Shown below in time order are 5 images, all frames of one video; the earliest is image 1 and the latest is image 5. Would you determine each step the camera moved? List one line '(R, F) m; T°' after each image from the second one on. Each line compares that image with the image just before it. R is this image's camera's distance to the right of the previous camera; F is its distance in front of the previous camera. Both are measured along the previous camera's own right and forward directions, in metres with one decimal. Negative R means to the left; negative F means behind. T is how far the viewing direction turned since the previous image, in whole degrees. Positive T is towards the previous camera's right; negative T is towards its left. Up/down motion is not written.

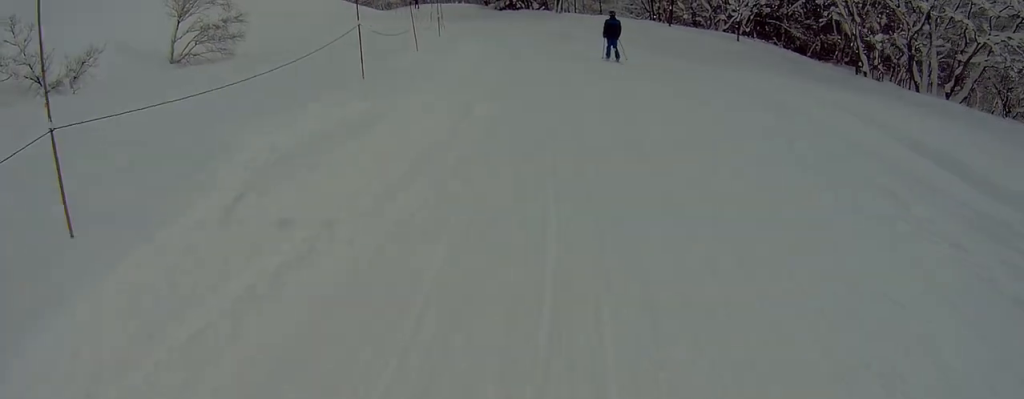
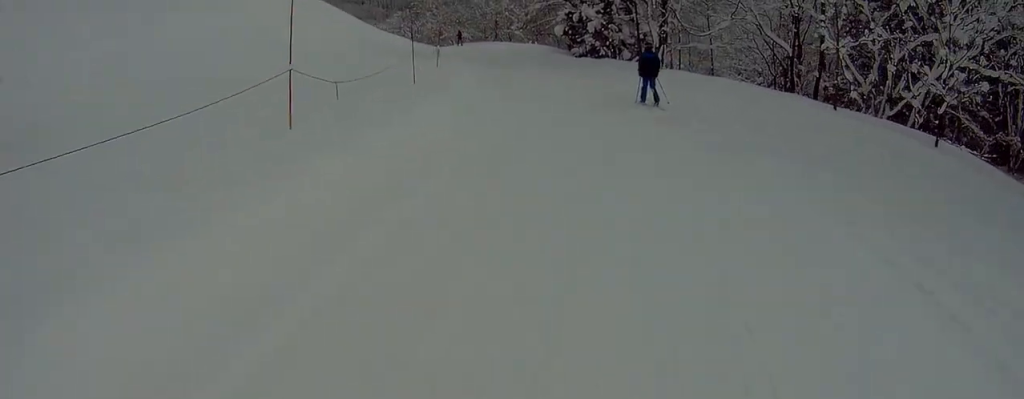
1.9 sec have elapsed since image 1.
(0.0, +15.9) m; 0°
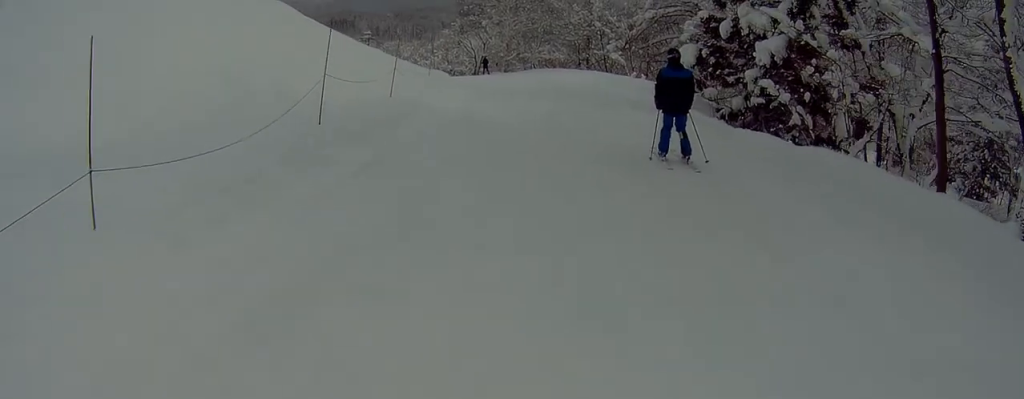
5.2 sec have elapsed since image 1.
(-3.1, +22.3) m; -6°
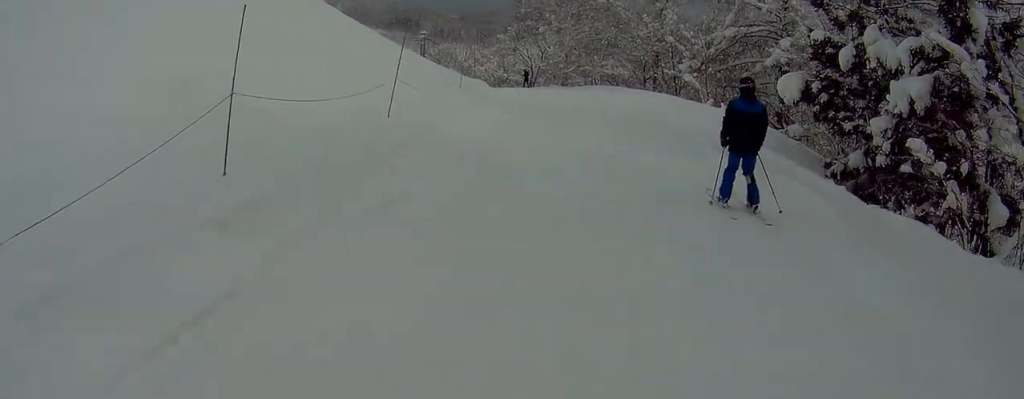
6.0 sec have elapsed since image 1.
(+0.1, +5.3) m; -7°
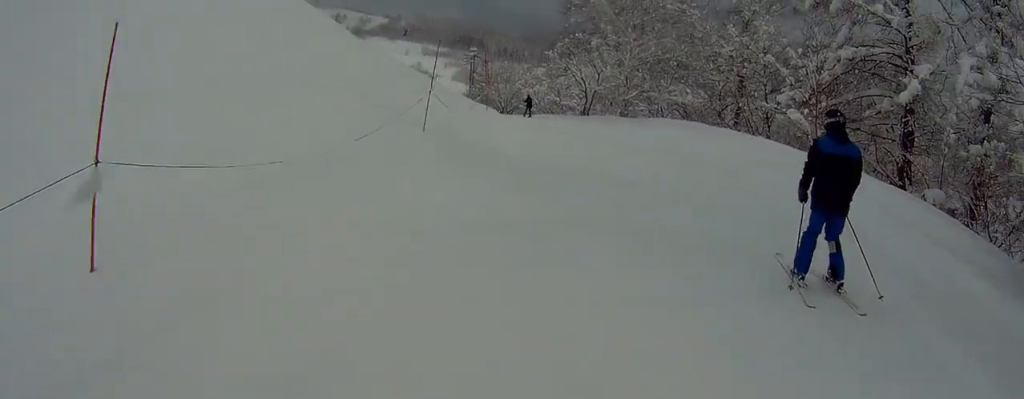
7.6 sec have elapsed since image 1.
(-1.7, +8.0) m; -20°
